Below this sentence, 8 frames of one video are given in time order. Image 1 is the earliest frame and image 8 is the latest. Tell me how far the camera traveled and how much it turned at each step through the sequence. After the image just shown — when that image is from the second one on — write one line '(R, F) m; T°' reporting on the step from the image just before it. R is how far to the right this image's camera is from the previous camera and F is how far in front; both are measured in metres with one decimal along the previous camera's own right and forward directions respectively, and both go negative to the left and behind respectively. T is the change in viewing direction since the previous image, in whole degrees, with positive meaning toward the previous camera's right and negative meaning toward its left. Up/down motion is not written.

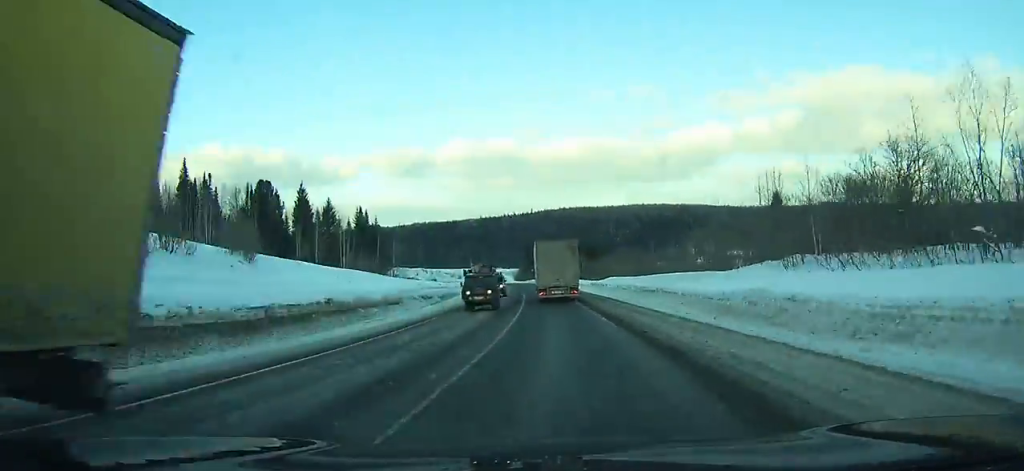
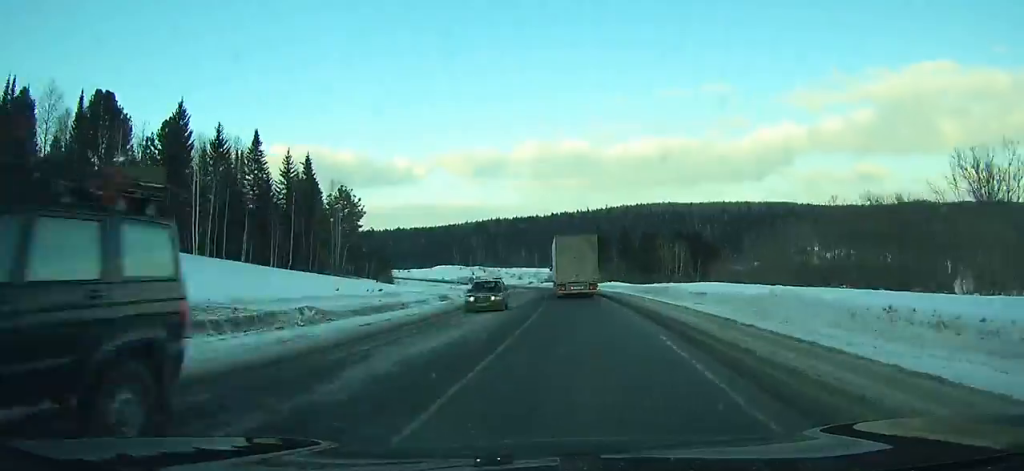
(-4.8, +75.1) m; -8°
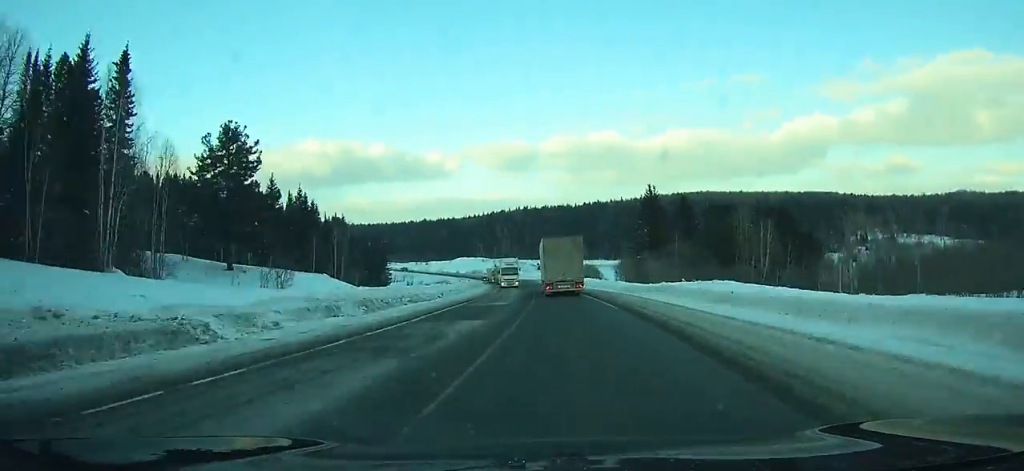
(-2.1, +48.7) m; -4°
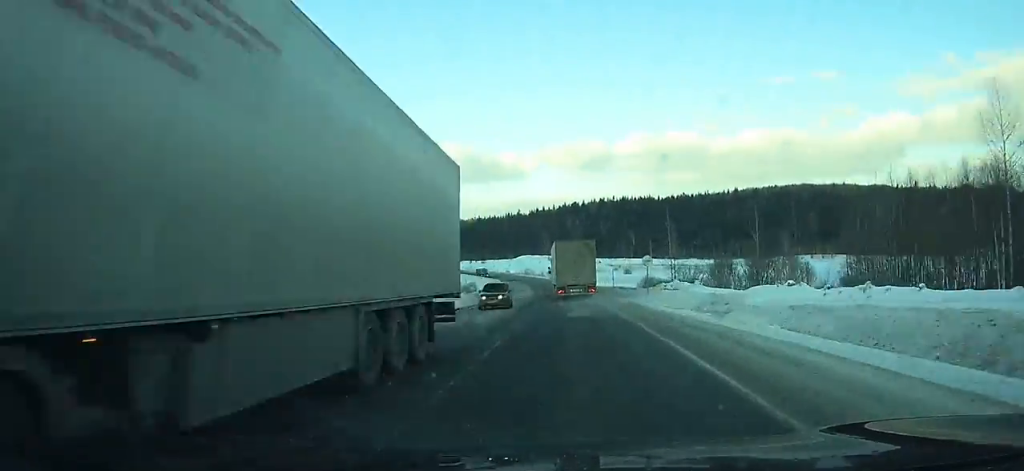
(-4.6, +84.3) m; -6°
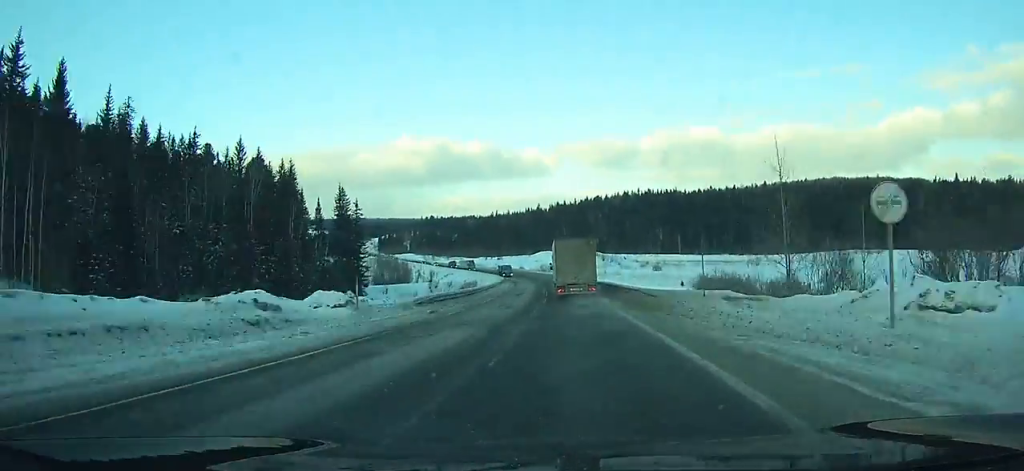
(-0.8, +28.3) m; -2°
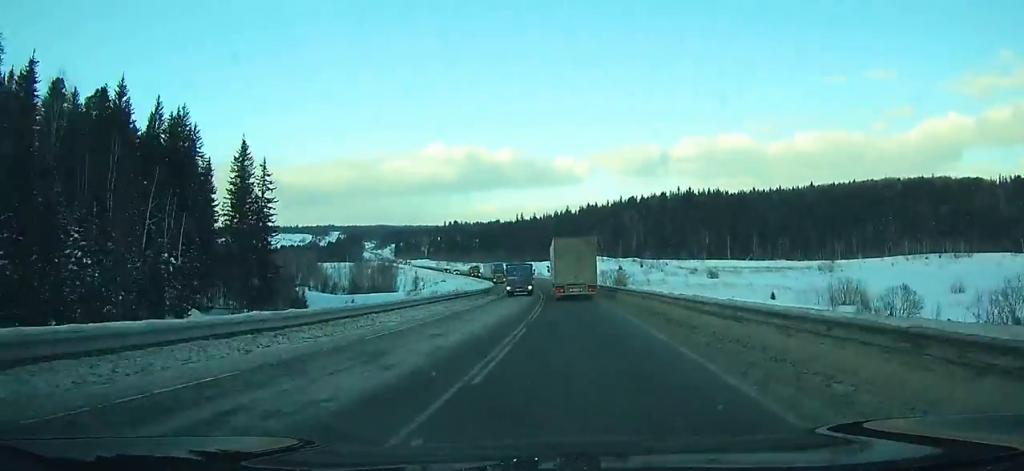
(-1.0, +47.7) m; -3°
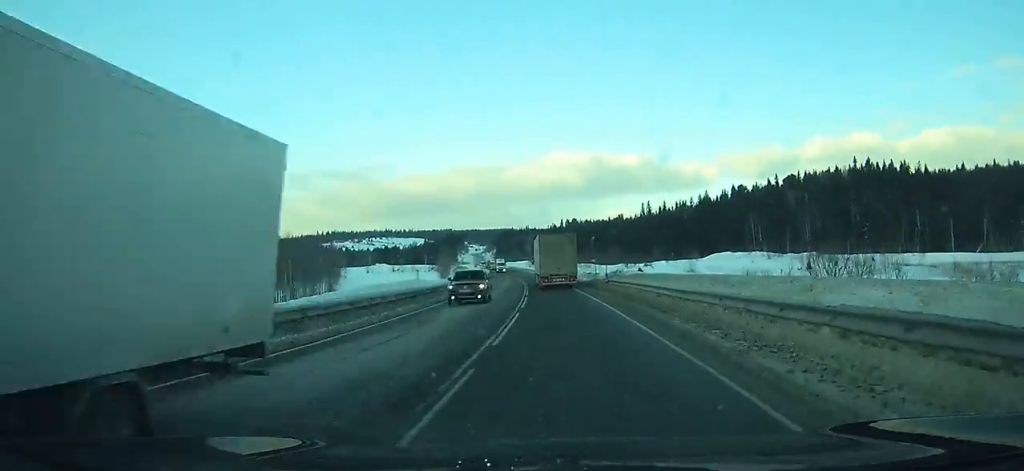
(-9.0, +105.4) m; -12°
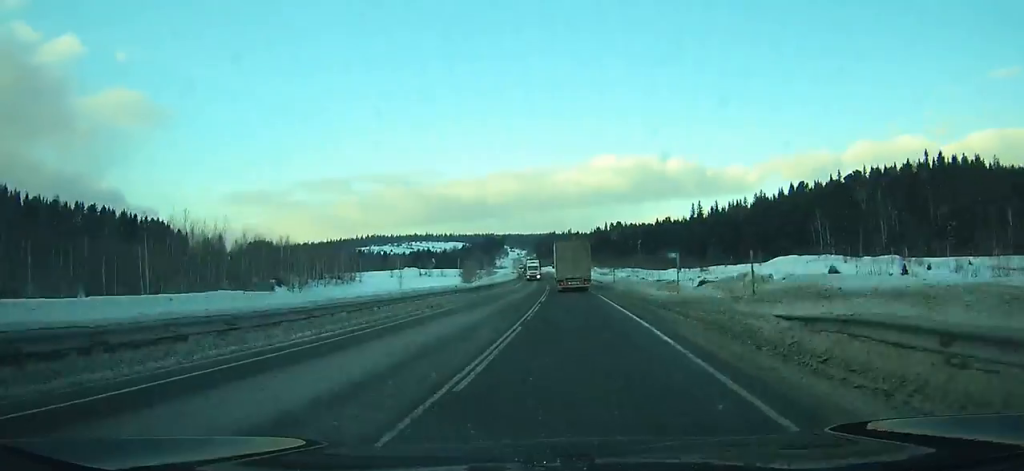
(-1.6, +29.0) m; -3°
